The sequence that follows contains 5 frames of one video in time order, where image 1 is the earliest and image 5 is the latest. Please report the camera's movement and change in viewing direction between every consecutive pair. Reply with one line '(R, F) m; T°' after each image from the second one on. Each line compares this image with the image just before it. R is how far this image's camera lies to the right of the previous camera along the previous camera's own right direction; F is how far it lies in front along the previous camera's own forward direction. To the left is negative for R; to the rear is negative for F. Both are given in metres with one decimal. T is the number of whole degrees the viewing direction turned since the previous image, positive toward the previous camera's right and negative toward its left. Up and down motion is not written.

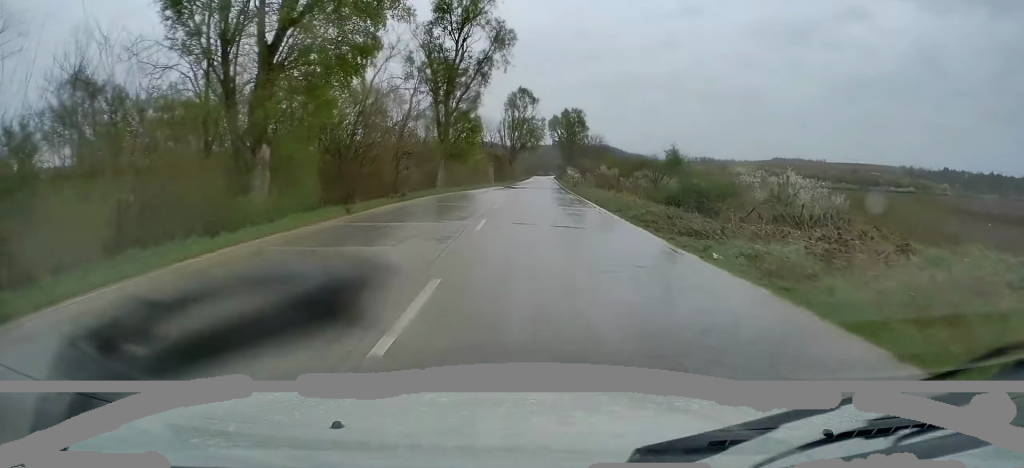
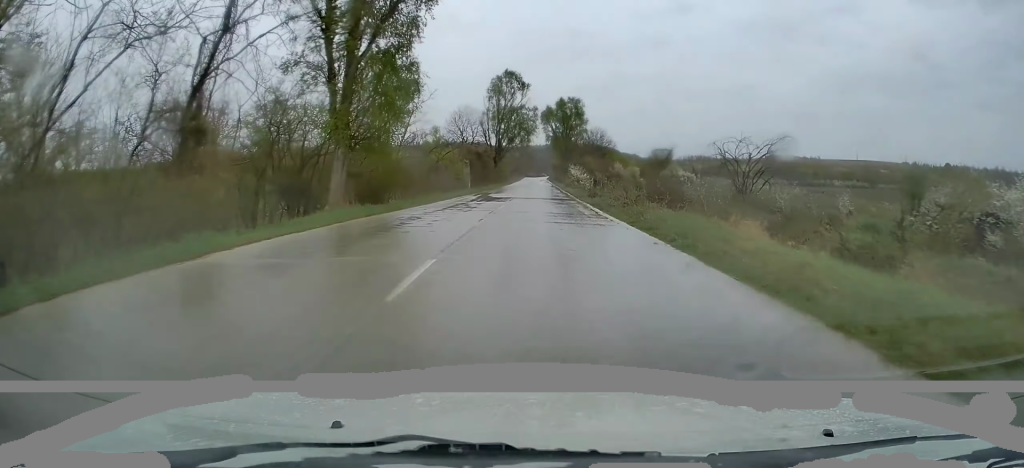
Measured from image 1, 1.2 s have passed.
(0.0, +24.8) m; 0°
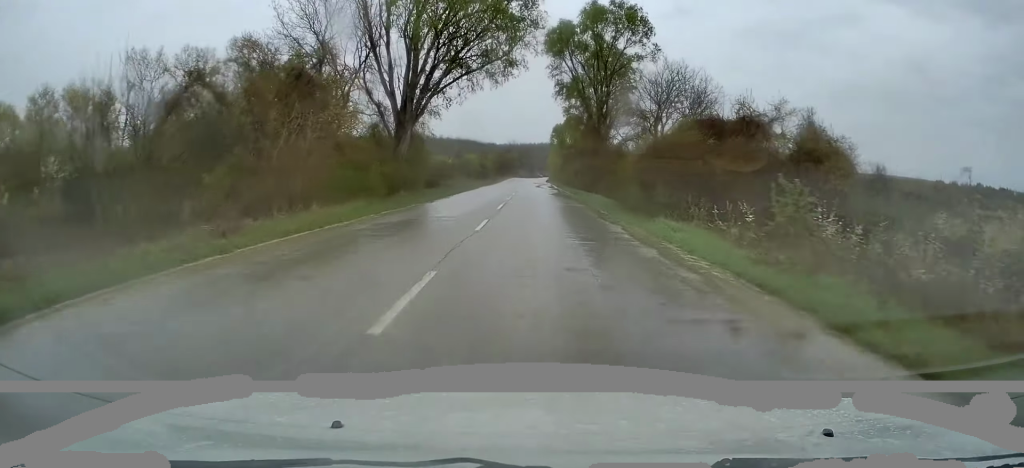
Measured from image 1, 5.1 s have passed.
(+1.8, +81.0) m; +1°
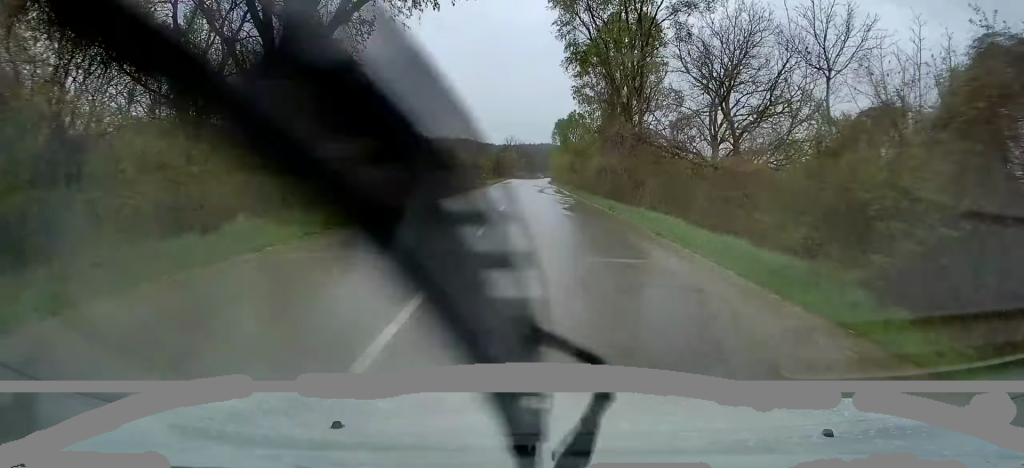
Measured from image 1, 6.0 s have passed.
(-0.1, +18.8) m; 0°
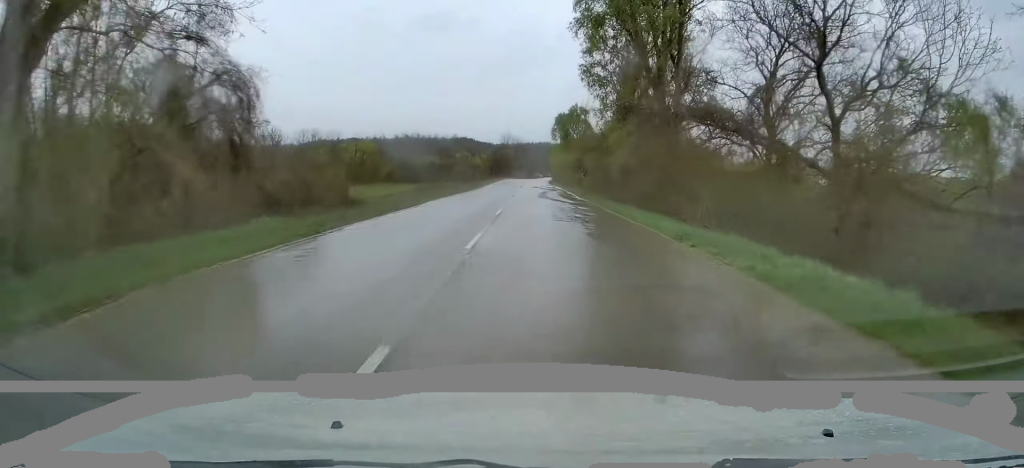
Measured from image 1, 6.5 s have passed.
(+0.1, +11.2) m; 0°
